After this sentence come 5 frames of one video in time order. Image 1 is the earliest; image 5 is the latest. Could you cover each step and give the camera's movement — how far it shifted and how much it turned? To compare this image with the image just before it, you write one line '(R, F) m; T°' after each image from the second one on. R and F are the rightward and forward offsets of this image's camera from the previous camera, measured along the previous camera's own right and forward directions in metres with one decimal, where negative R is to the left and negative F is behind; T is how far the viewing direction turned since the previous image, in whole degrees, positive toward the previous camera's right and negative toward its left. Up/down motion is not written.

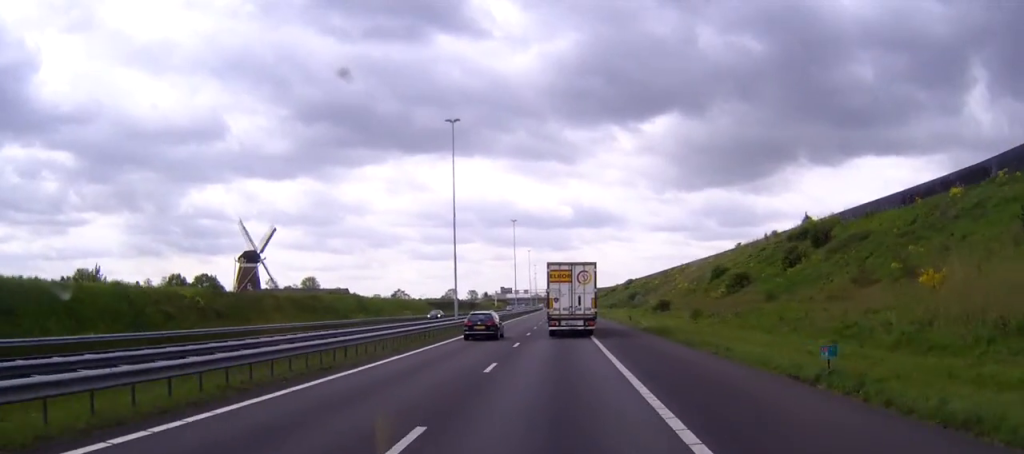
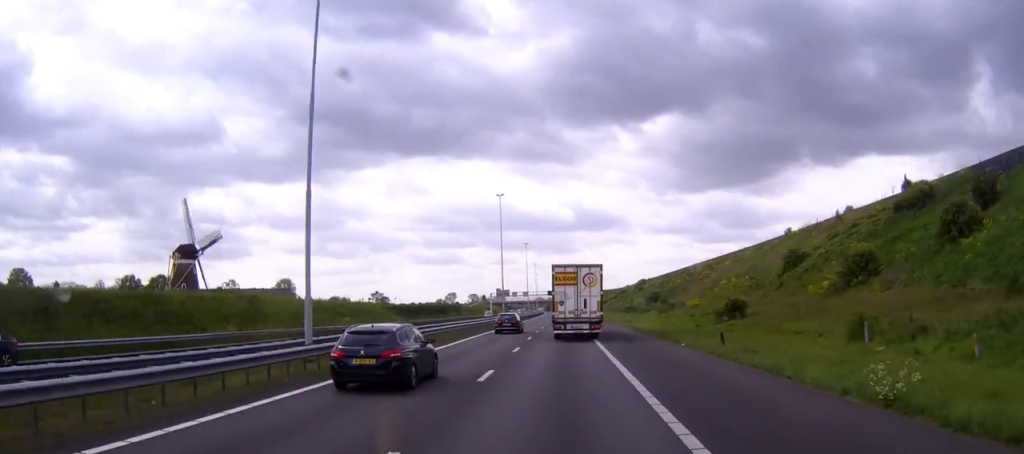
(-0.1, +37.5) m; 0°
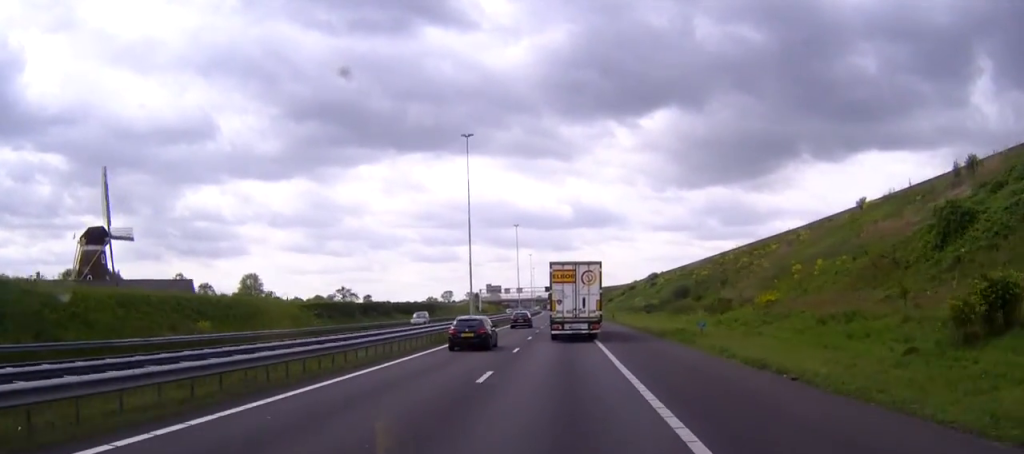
(+0.1, +36.1) m; 0°
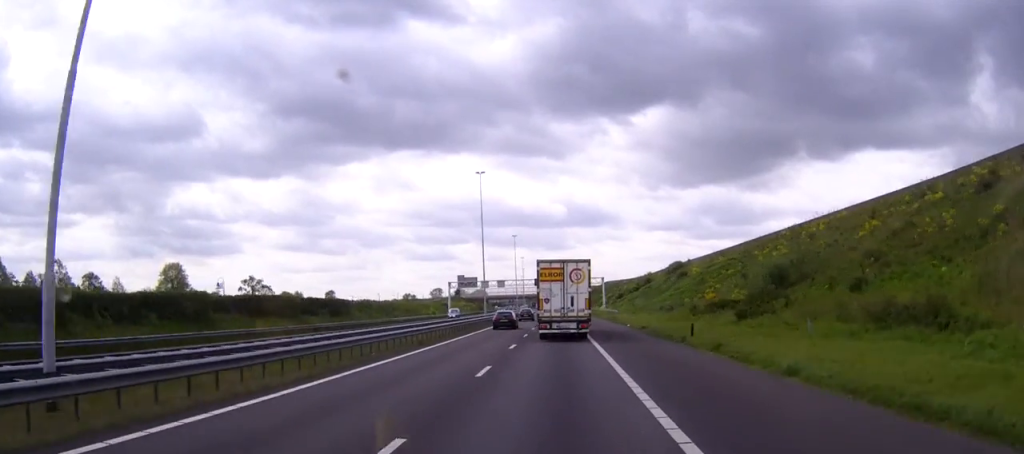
(+0.1, +58.3) m; 0°
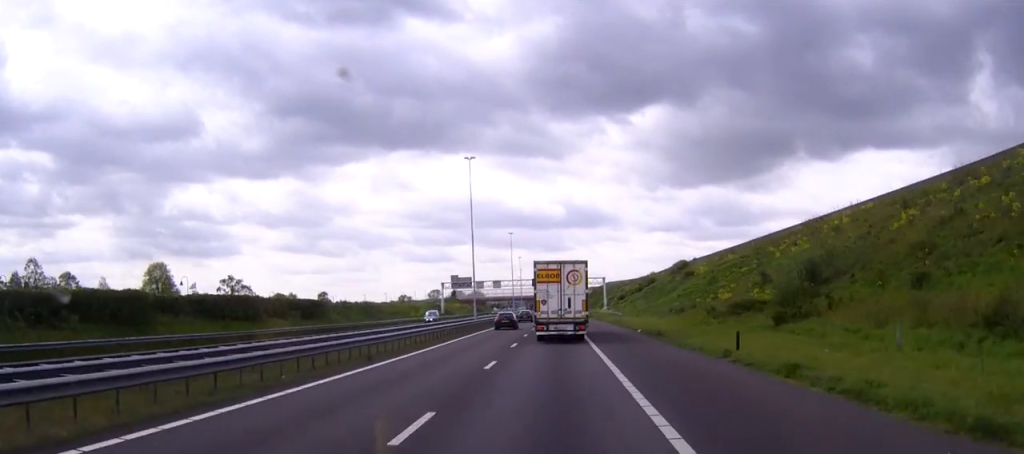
(0.0, +9.2) m; 0°
